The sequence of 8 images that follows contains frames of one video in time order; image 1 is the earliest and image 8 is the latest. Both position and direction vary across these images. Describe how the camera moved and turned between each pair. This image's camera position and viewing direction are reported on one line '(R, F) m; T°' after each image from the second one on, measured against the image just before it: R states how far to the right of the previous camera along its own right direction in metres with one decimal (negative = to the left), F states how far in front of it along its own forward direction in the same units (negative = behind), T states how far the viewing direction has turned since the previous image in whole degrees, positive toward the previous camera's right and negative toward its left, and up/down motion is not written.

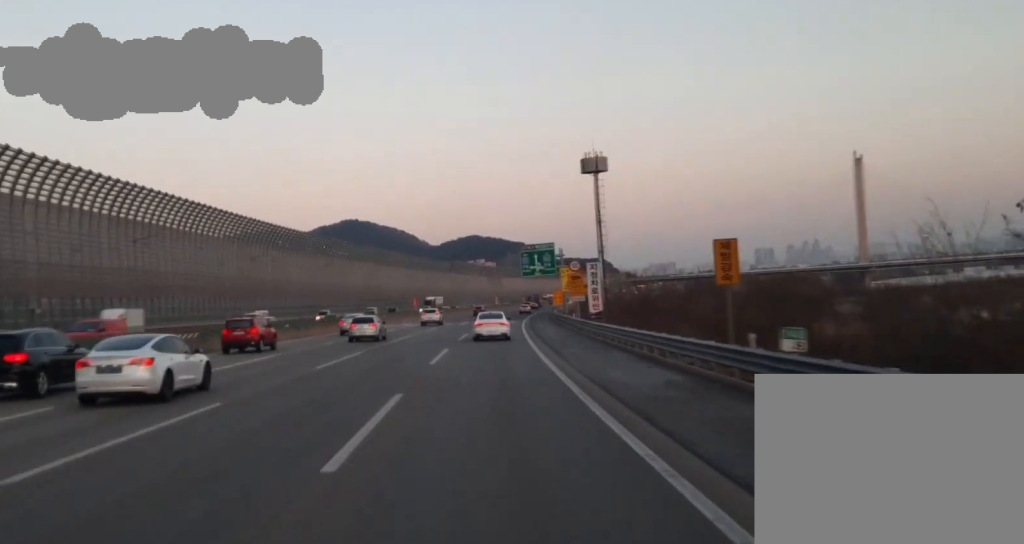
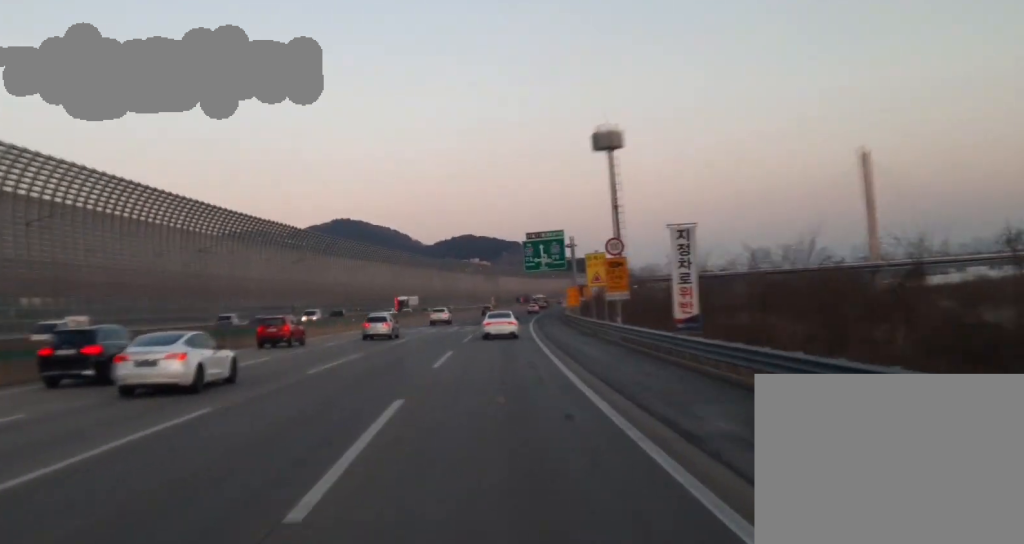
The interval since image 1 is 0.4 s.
(+0.2, +21.7) m; +1°
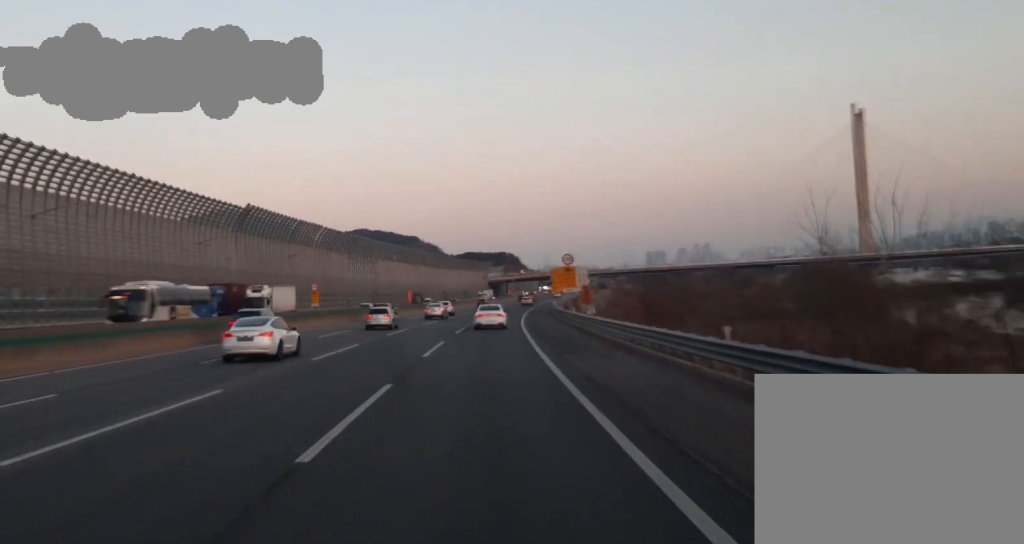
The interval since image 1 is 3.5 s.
(+3.7, +154.3) m; +4°
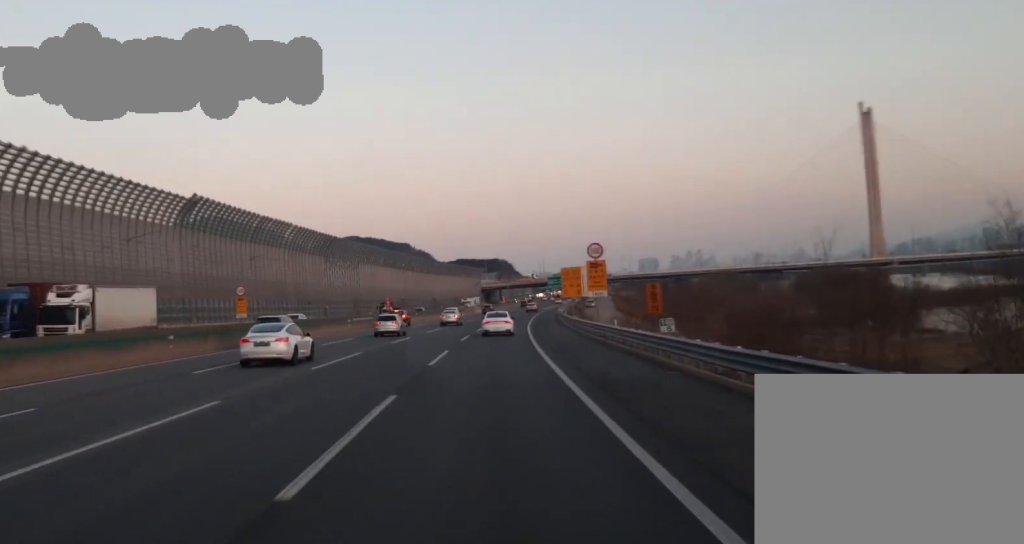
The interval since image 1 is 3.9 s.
(0.0, +20.8) m; 0°
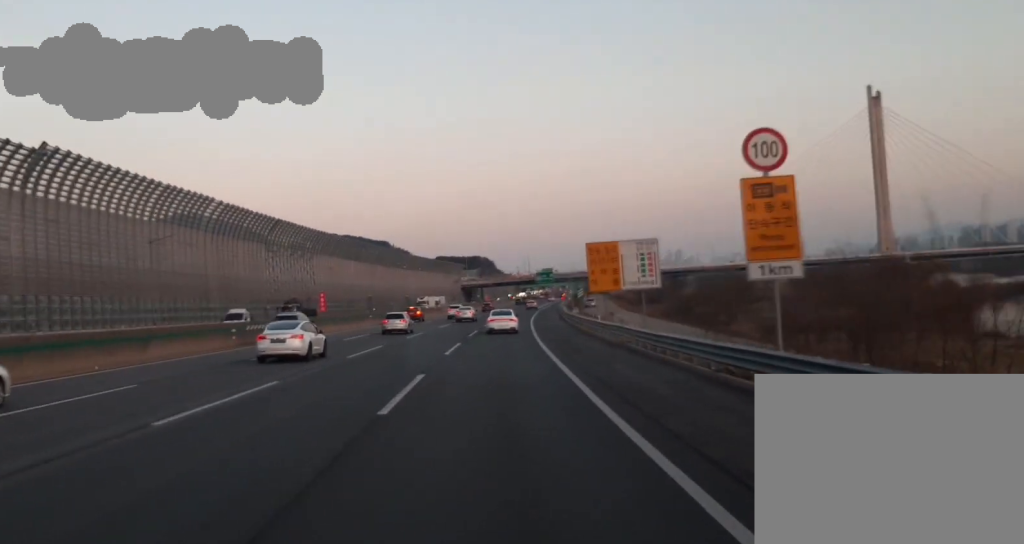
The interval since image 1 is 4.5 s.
(-0.1, +34.6) m; 0°
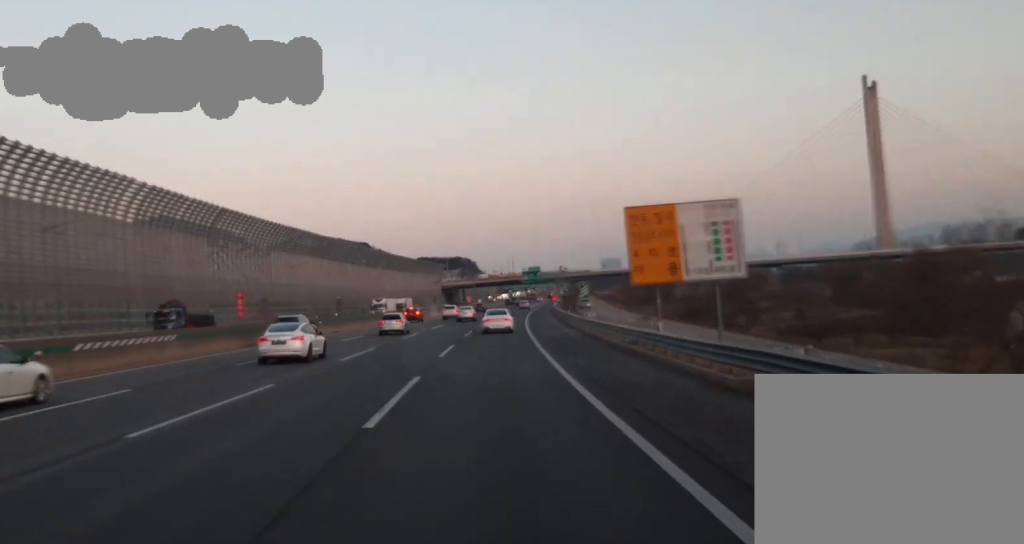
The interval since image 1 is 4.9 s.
(+0.2, +20.9) m; +1°
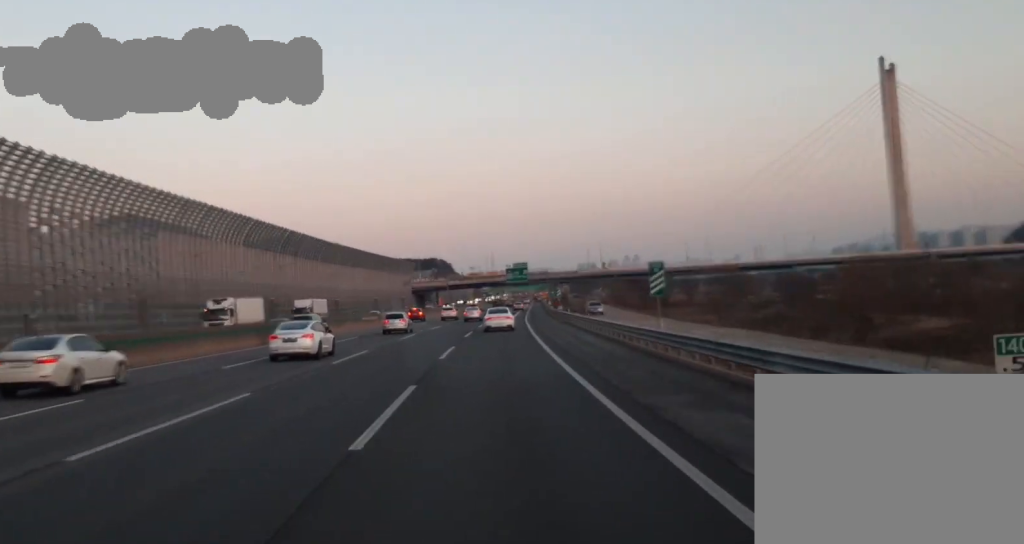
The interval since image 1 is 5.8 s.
(+0.5, +43.6) m; +2°
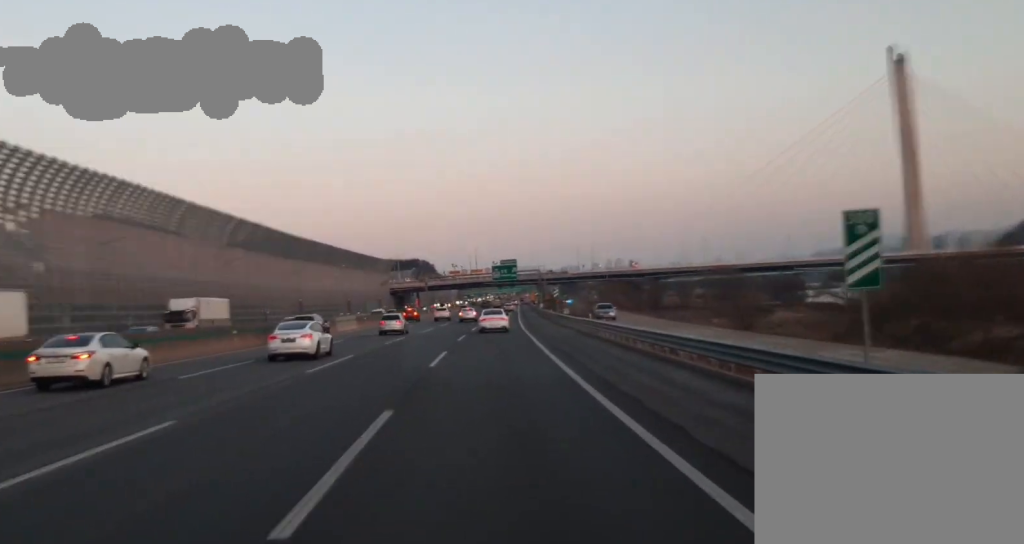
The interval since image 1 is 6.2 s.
(+0.4, +24.5) m; +2°
